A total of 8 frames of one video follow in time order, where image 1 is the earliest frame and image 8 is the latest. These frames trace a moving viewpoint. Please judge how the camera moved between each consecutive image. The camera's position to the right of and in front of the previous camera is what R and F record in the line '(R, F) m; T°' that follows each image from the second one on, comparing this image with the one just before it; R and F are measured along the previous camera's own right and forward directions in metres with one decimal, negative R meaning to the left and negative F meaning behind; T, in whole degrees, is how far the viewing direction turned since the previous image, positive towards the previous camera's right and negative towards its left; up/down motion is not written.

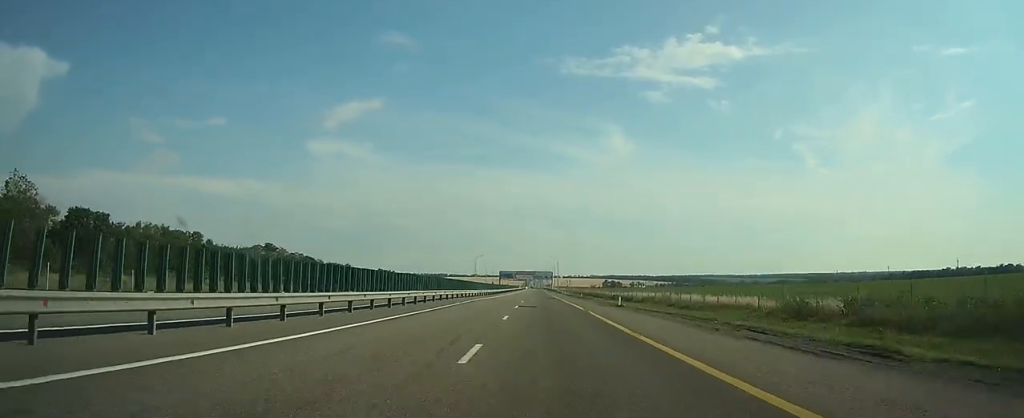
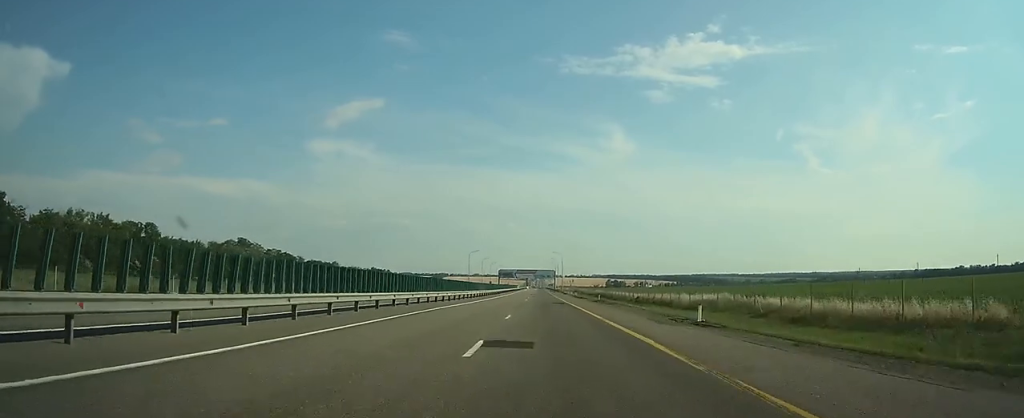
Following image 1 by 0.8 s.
(0.0, +23.6) m; 0°
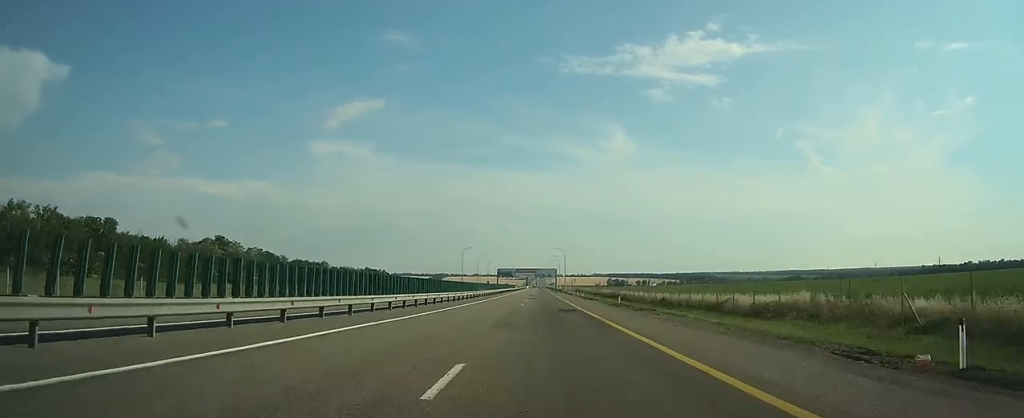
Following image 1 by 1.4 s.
(0.0, +16.0) m; 0°
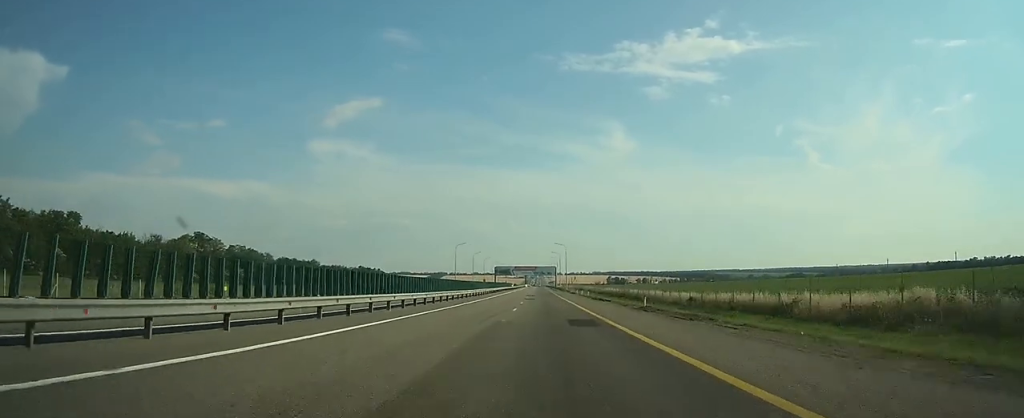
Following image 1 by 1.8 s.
(0.0, +12.2) m; 0°
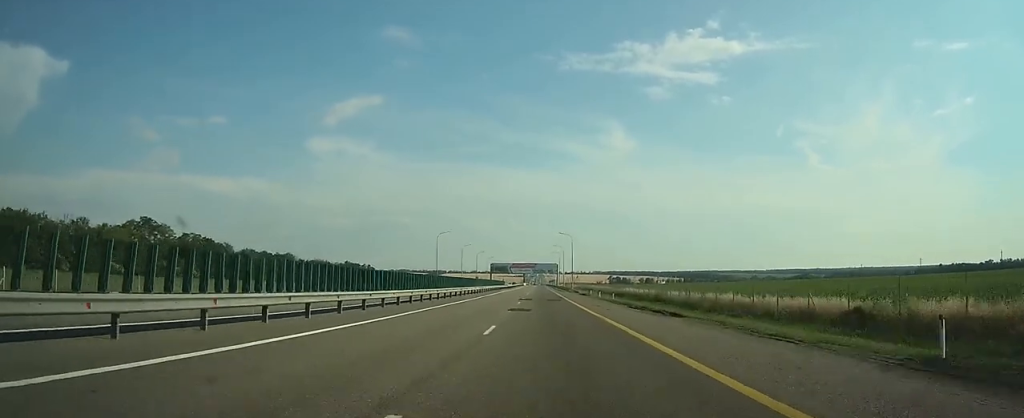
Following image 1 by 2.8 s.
(-0.1, +28.0) m; 0°
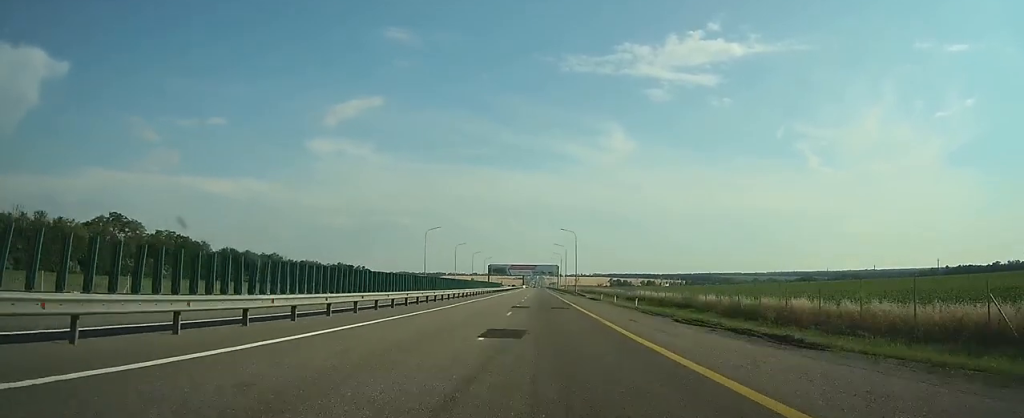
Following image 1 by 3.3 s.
(0.0, +13.1) m; 0°
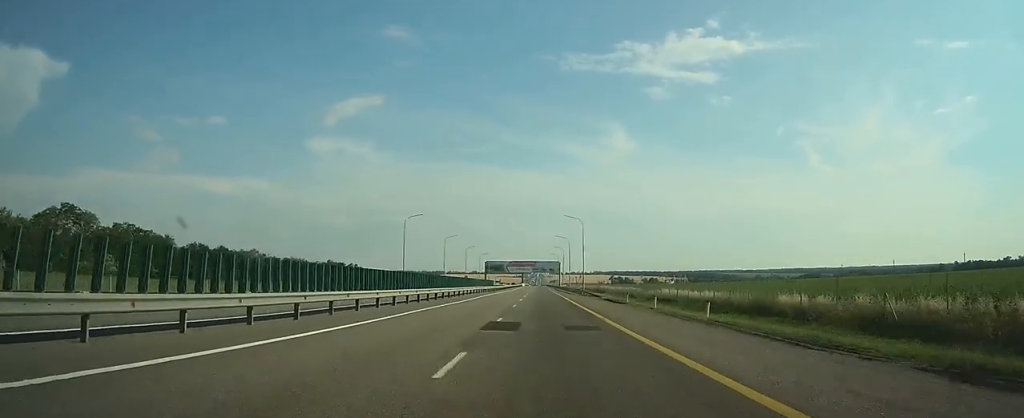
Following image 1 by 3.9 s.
(0.0, +17.7) m; 0°
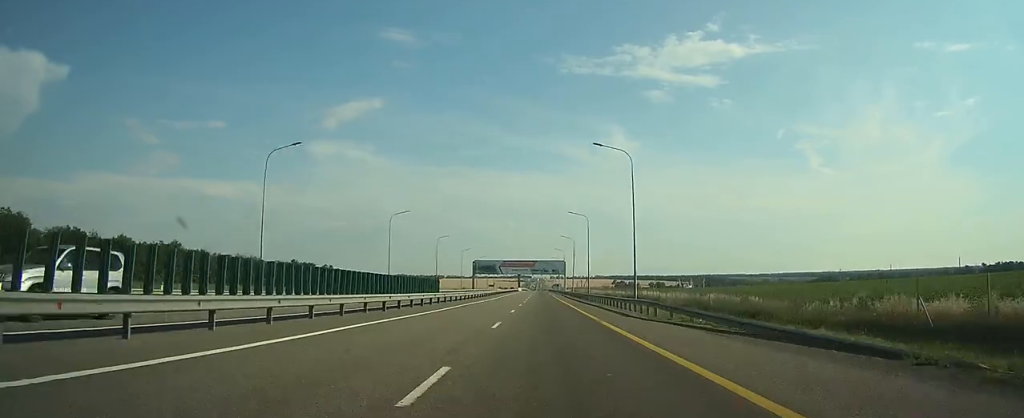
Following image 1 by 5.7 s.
(0.0, +49.6) m; 0°
